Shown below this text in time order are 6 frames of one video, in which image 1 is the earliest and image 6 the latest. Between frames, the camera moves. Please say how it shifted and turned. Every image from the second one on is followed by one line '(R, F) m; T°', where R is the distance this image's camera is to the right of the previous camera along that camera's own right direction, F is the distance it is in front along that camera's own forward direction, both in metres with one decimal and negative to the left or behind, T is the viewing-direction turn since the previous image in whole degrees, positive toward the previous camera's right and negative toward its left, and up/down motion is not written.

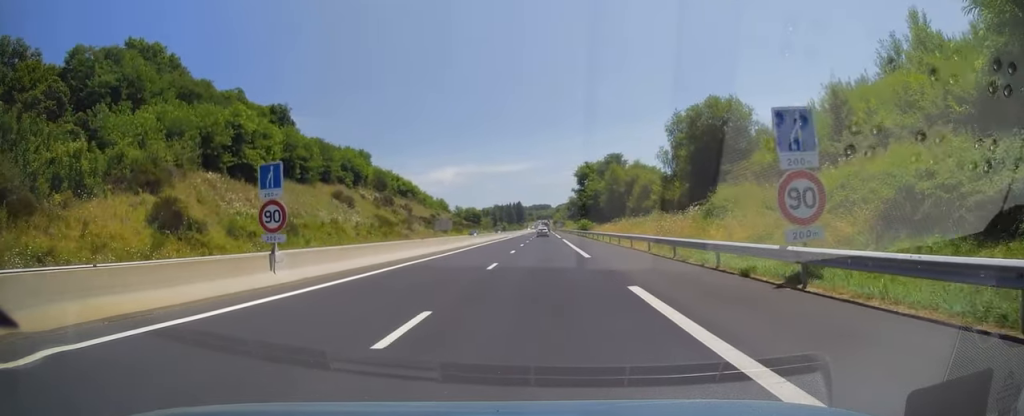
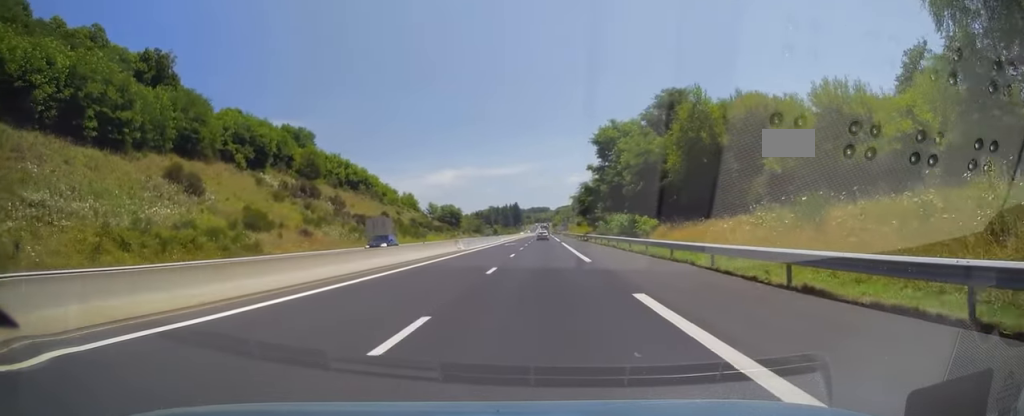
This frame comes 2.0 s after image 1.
(+0.5, +55.2) m; 0°
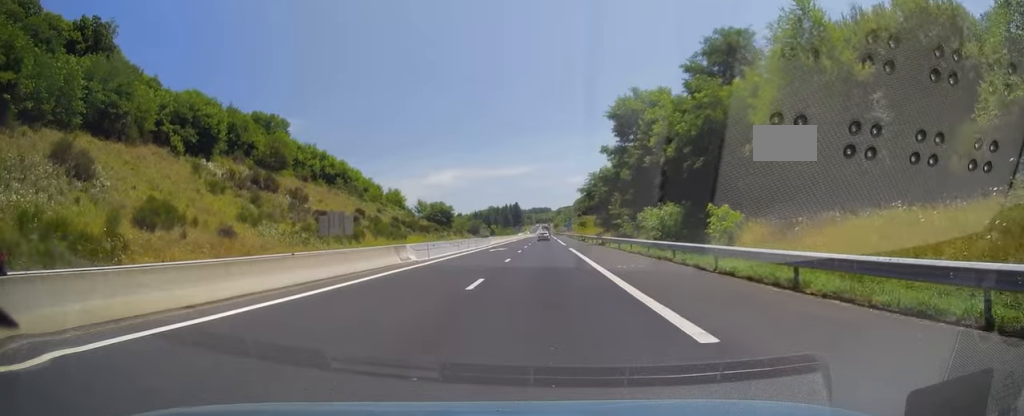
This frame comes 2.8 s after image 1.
(-0.1, +18.6) m; 0°
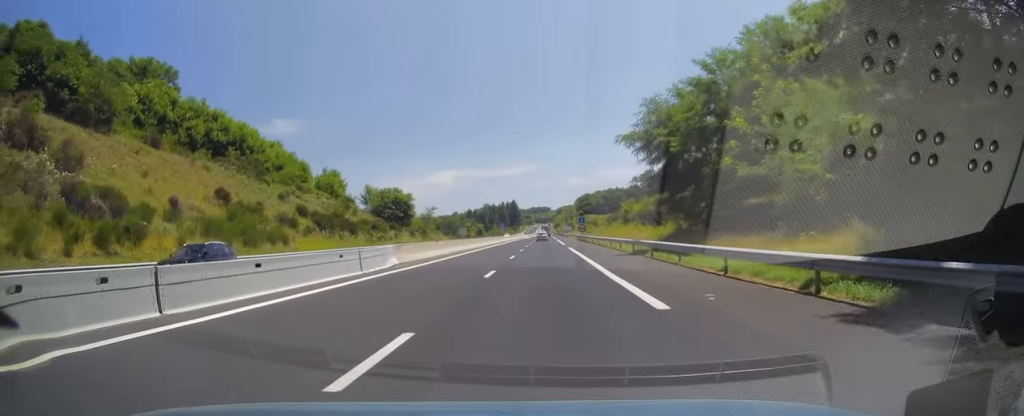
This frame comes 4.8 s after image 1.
(+0.1, +49.3) m; +1°
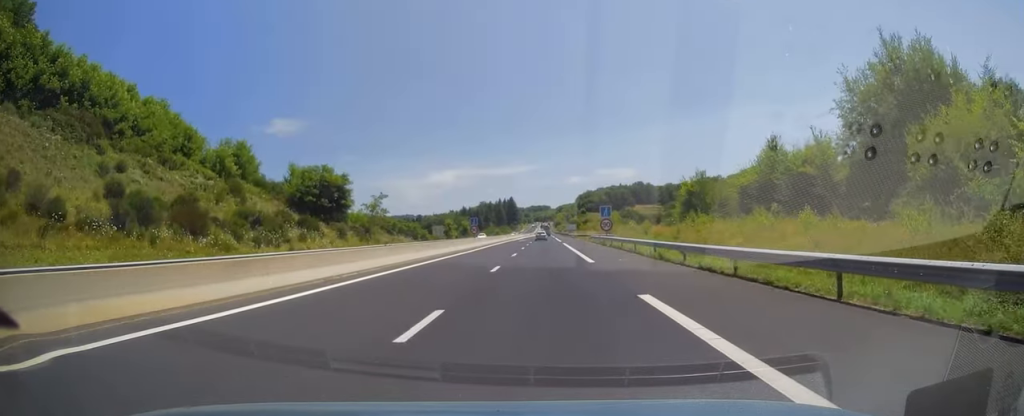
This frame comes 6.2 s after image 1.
(+0.4, +36.9) m; 0°
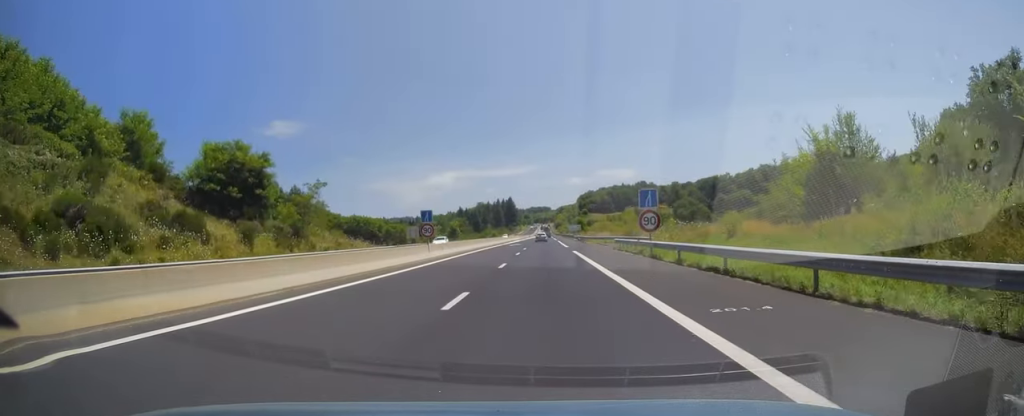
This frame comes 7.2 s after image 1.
(-0.3, +22.8) m; -1°
